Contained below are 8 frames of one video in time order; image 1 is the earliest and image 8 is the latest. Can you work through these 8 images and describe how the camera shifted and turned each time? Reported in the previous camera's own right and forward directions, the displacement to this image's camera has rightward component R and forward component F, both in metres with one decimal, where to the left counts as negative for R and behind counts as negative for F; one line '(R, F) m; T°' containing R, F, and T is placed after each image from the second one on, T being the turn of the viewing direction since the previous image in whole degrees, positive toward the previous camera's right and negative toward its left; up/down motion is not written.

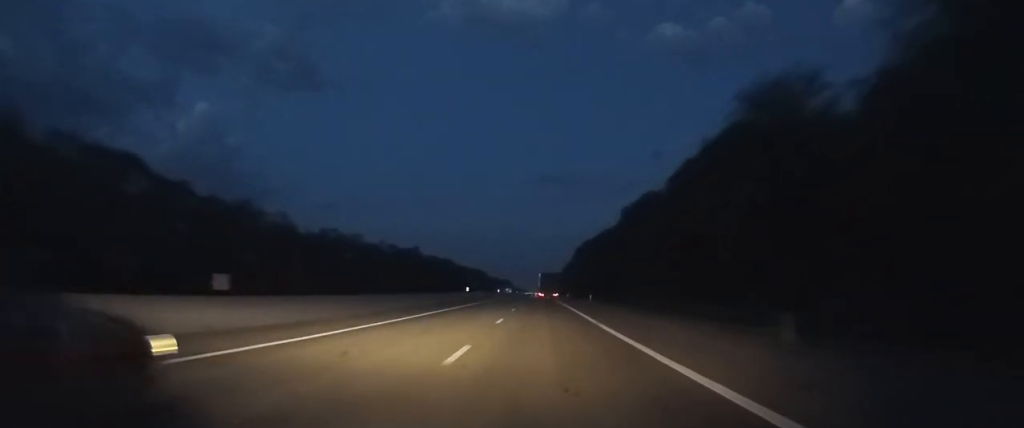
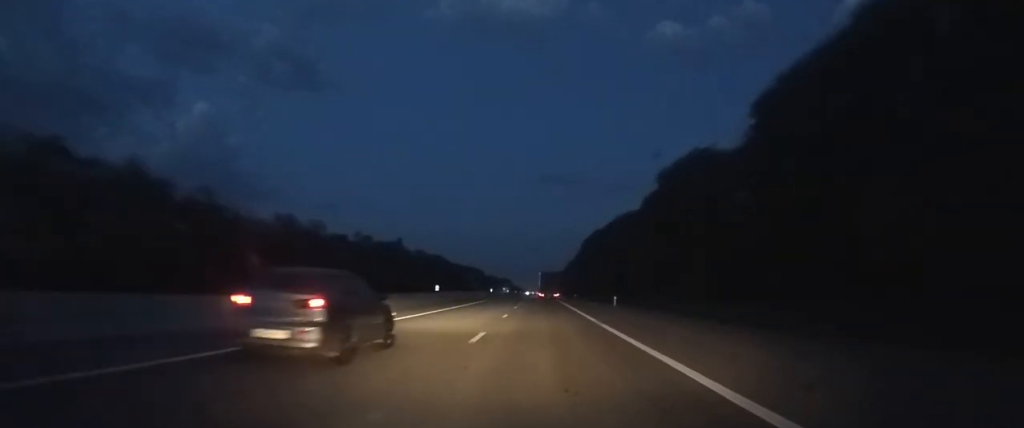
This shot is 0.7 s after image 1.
(0.0, +20.9) m; 0°
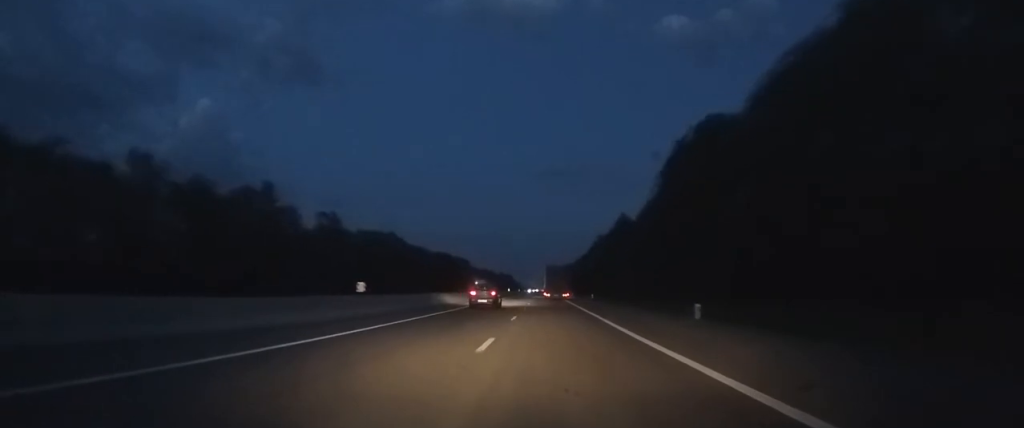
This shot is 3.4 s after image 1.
(-0.9, +84.9) m; -1°
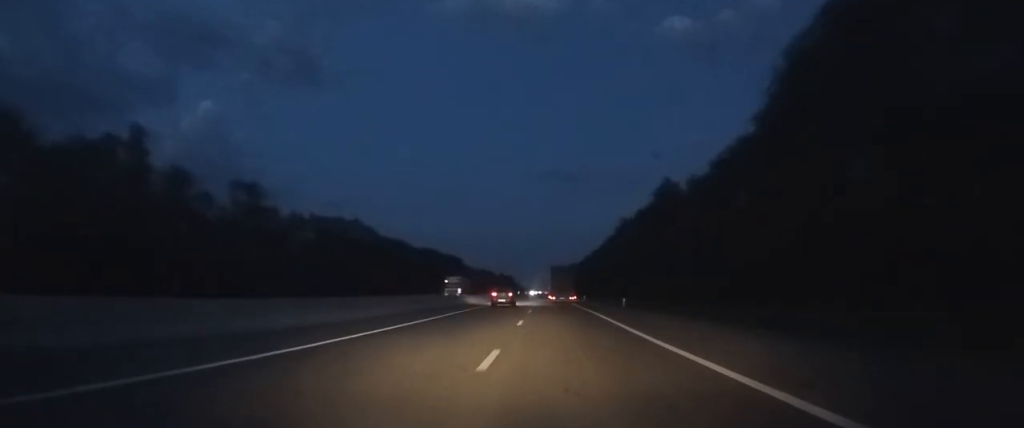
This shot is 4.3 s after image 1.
(0.0, +35.1) m; 0°
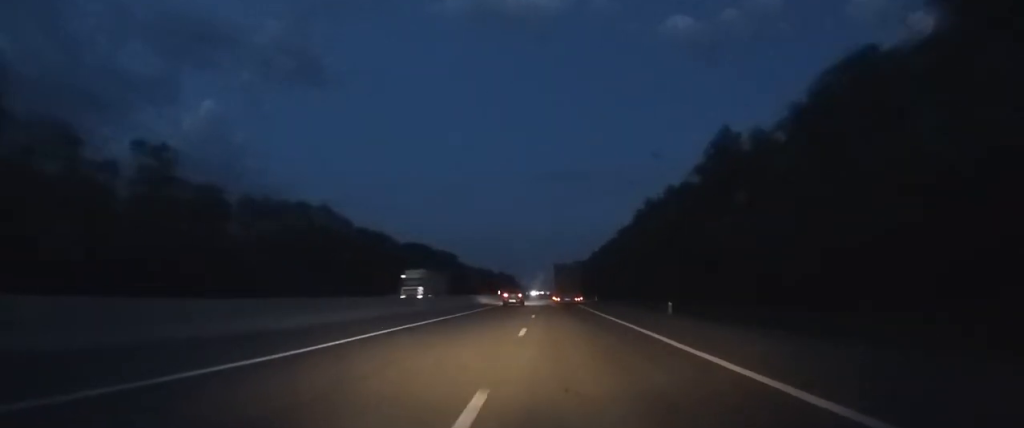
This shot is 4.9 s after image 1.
(-0.1, +21.0) m; 0°
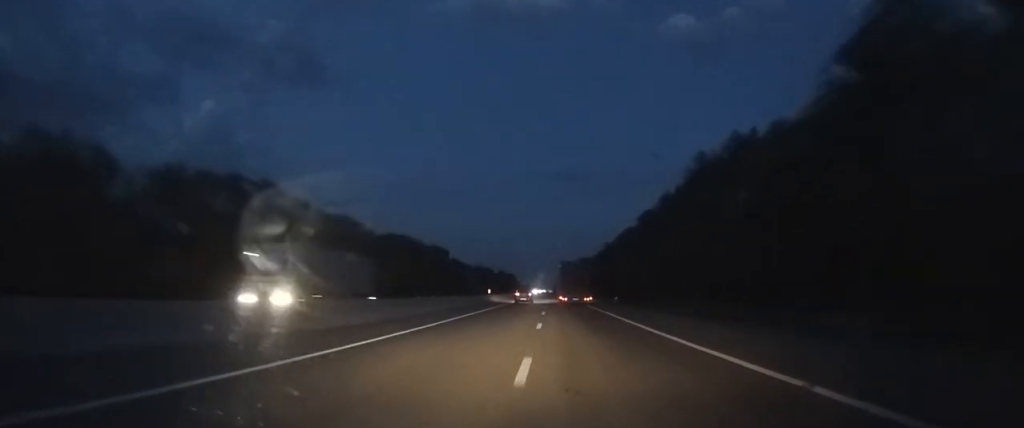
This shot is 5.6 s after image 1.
(0.0, +23.4) m; 0°
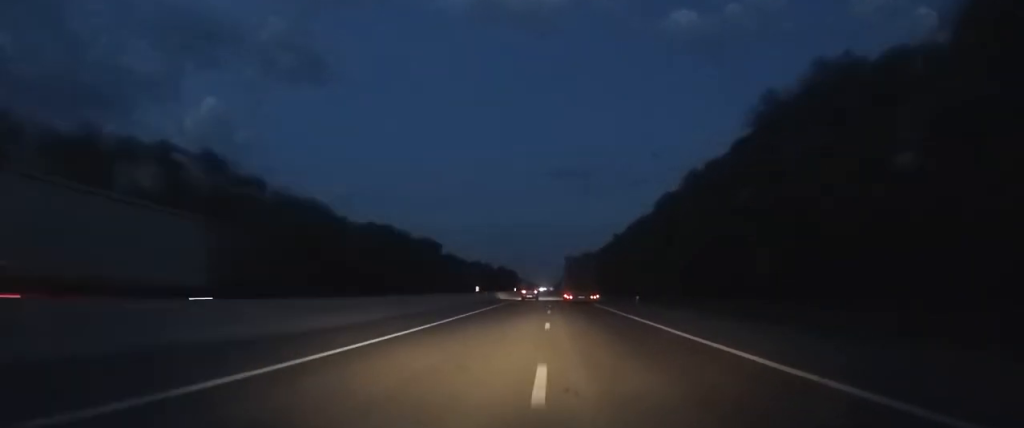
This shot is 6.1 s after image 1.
(0.0, +14.6) m; 0°
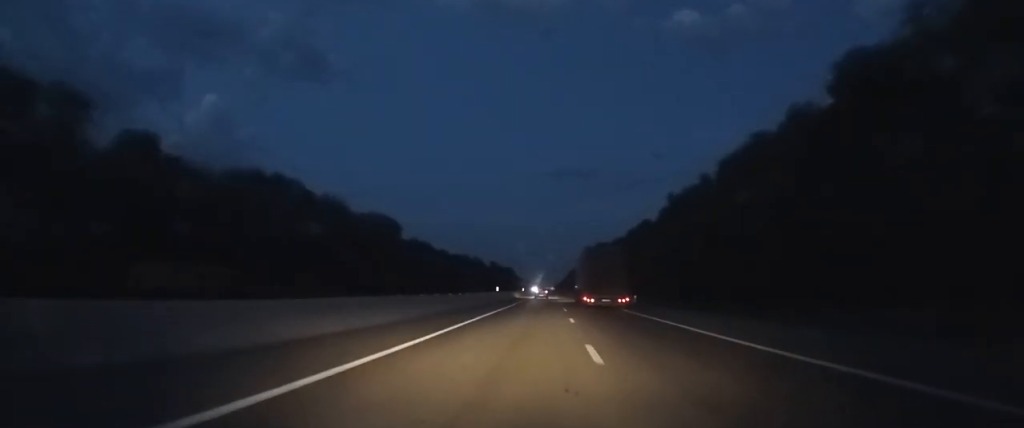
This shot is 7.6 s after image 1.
(-0.1, +42.3) m; 0°
